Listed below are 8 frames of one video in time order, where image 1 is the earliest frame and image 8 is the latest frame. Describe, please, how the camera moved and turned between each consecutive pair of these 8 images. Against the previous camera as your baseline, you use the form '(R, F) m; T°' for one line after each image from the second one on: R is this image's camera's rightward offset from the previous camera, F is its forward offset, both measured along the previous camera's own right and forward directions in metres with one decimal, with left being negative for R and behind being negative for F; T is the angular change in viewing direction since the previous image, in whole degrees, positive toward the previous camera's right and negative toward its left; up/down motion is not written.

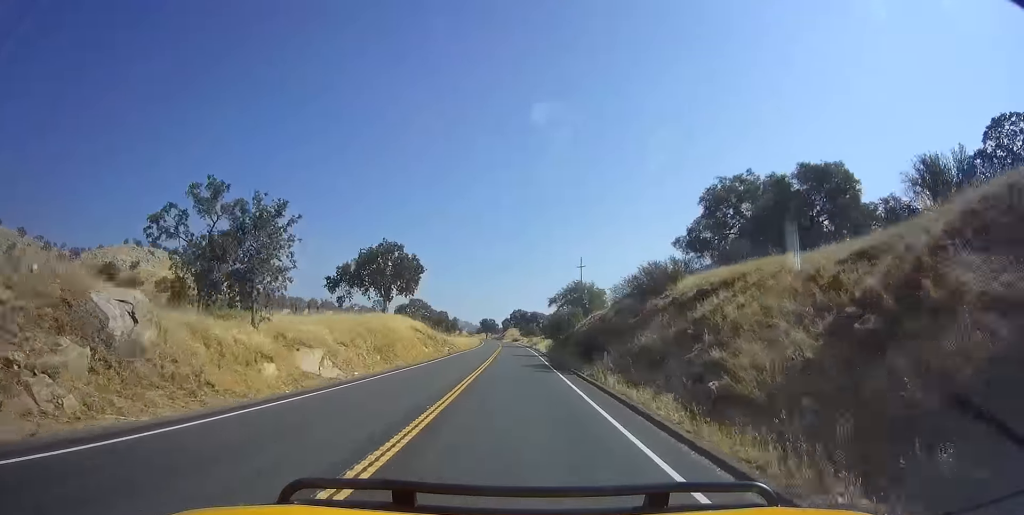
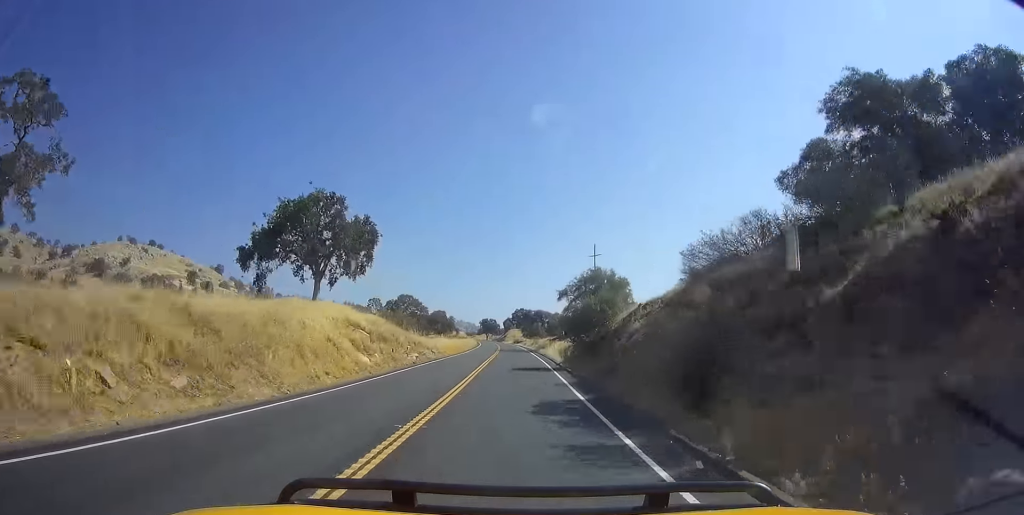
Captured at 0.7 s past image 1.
(+0.1, +17.4) m; 0°
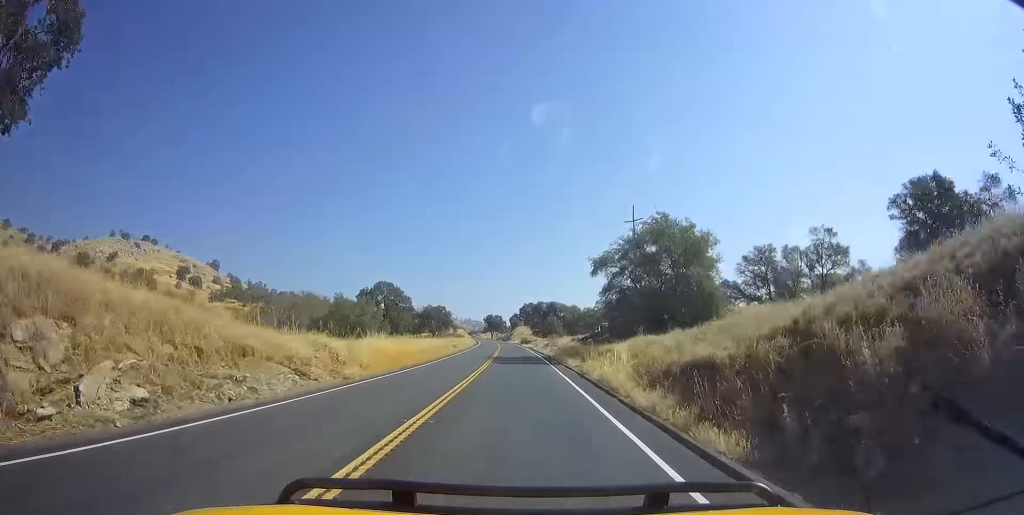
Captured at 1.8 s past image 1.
(0.0, +28.7) m; 0°
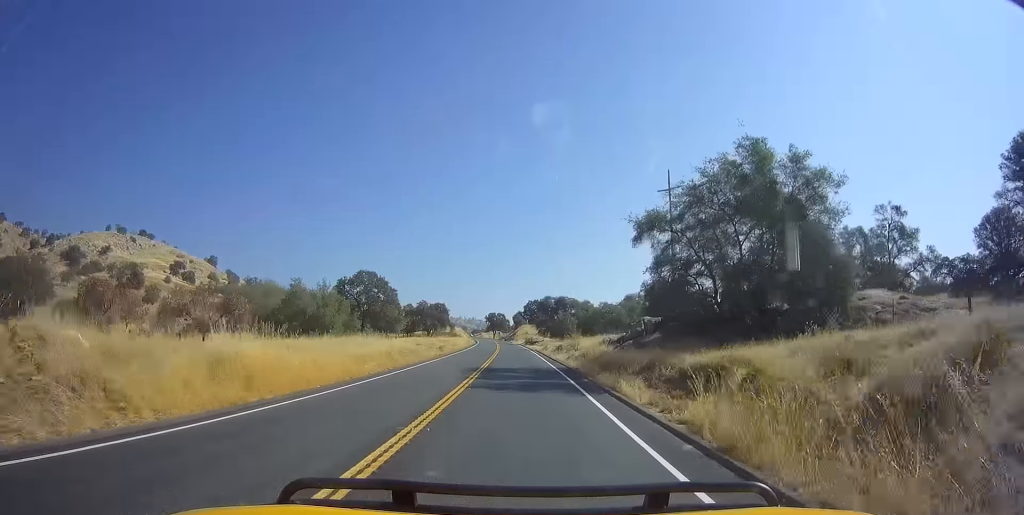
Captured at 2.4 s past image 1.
(0.0, +15.7) m; 0°
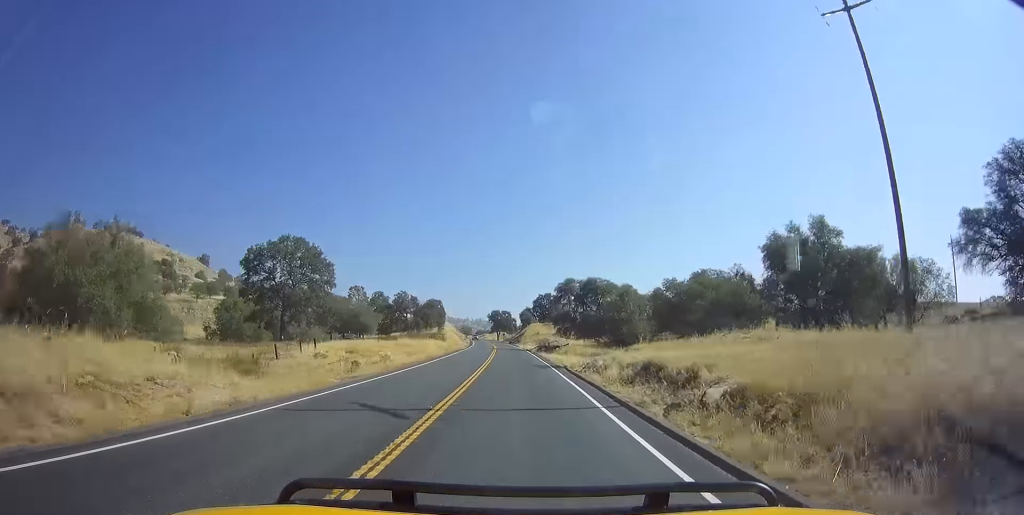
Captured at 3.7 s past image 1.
(-0.4, +33.7) m; -1°
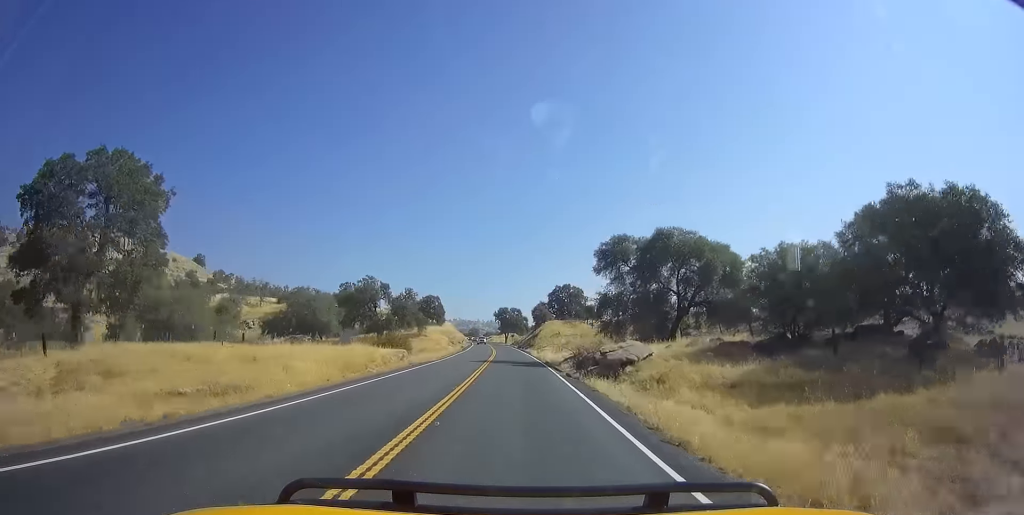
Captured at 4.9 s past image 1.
(-0.1, +31.2) m; -1°
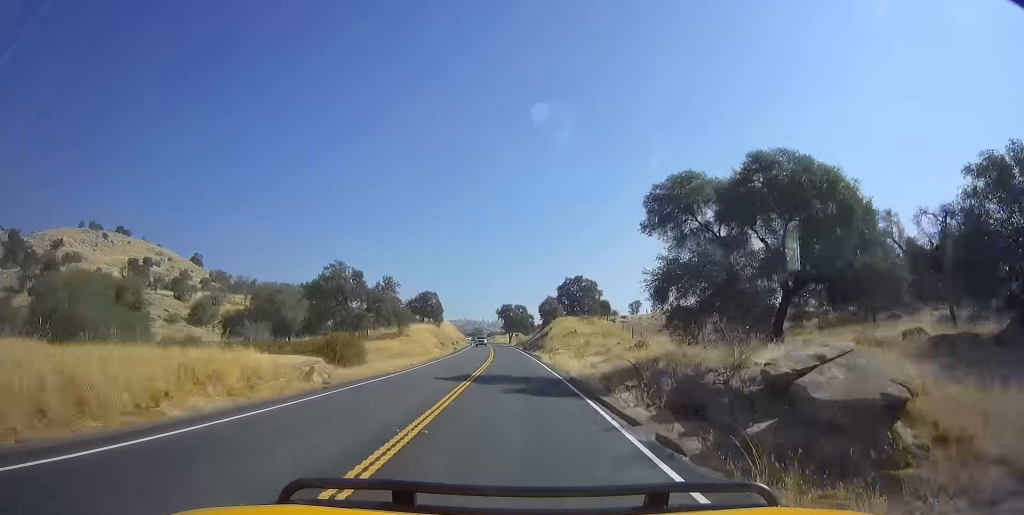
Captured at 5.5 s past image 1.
(-0.1, +15.8) m; -1°
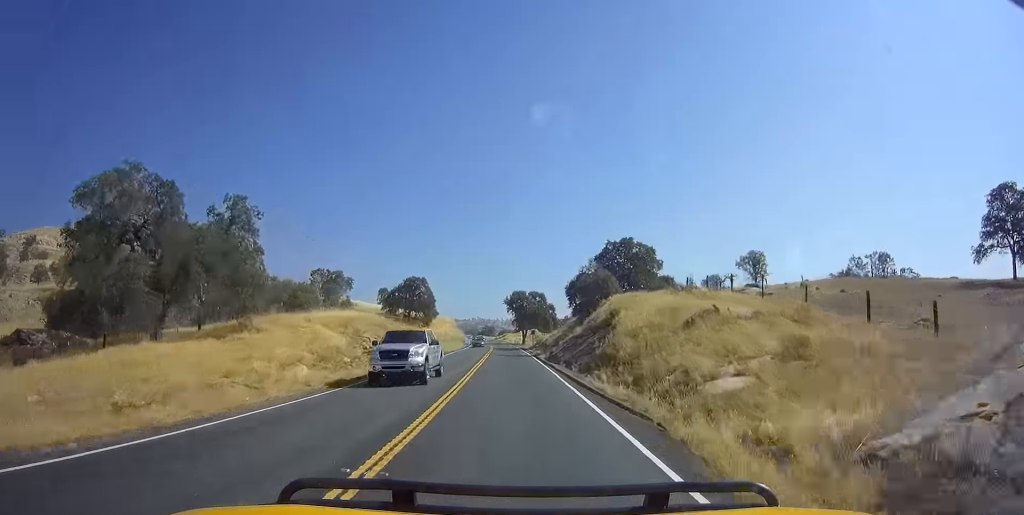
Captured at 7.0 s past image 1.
(-0.8, +39.6) m; -1°
